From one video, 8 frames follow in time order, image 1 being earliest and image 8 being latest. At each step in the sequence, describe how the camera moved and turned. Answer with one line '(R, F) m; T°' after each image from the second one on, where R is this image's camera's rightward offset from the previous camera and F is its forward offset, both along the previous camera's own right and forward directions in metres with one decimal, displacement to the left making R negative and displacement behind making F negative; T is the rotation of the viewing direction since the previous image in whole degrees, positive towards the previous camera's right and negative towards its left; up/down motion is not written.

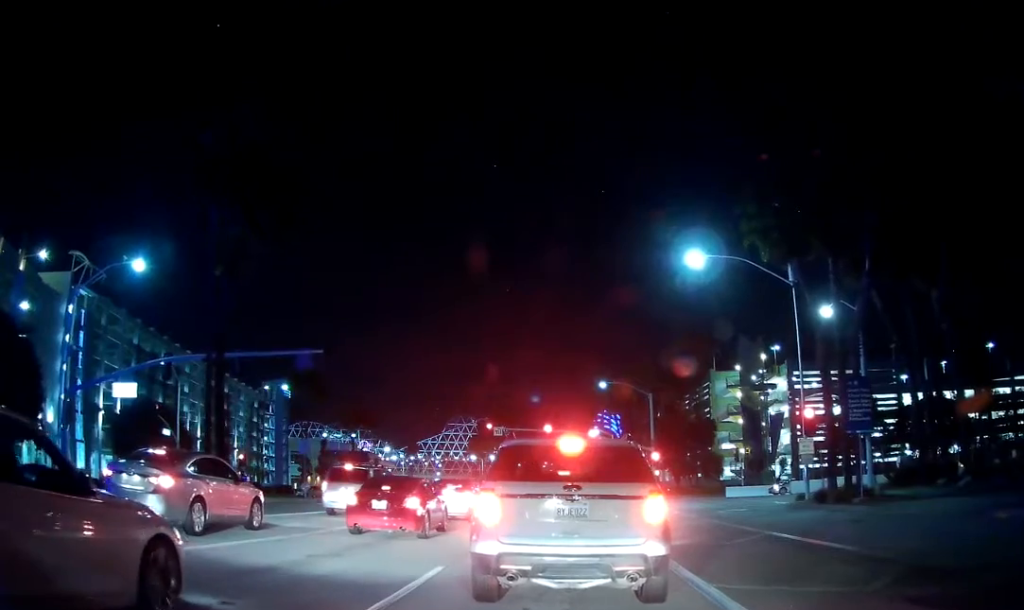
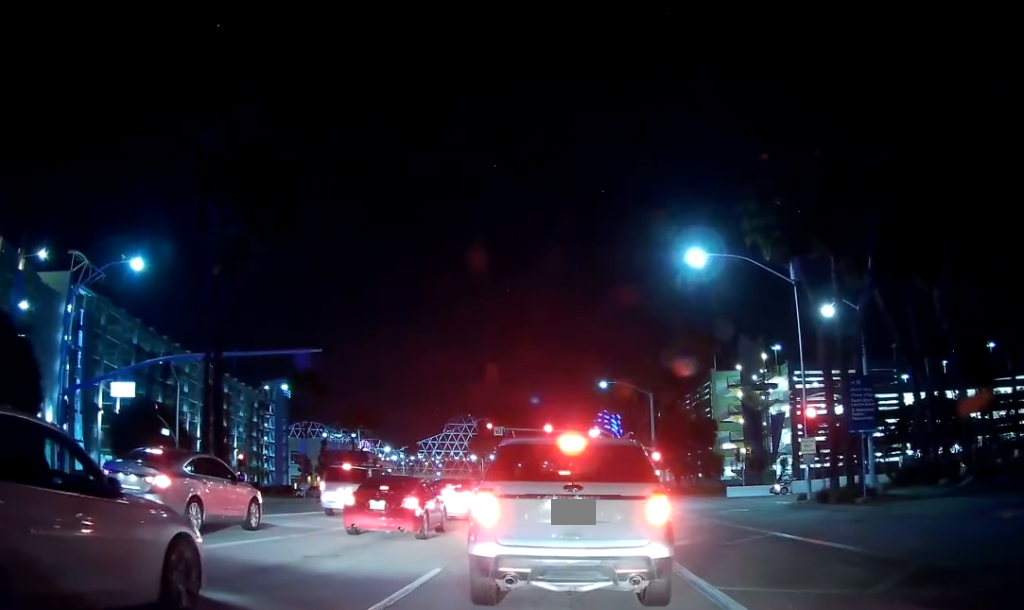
(0.0, 0.0) m; 0°
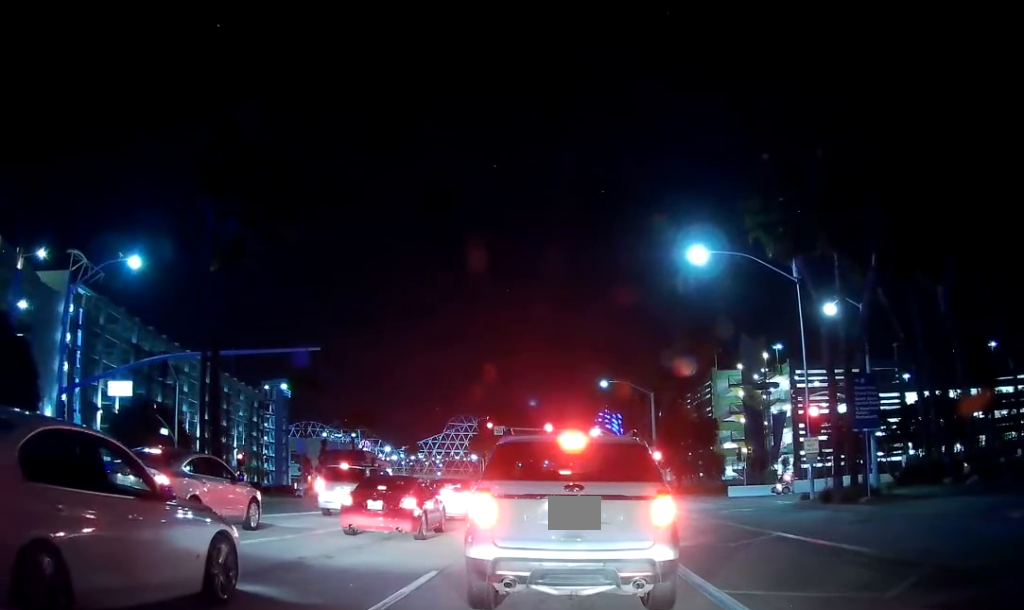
(0.0, 0.0) m; 0°
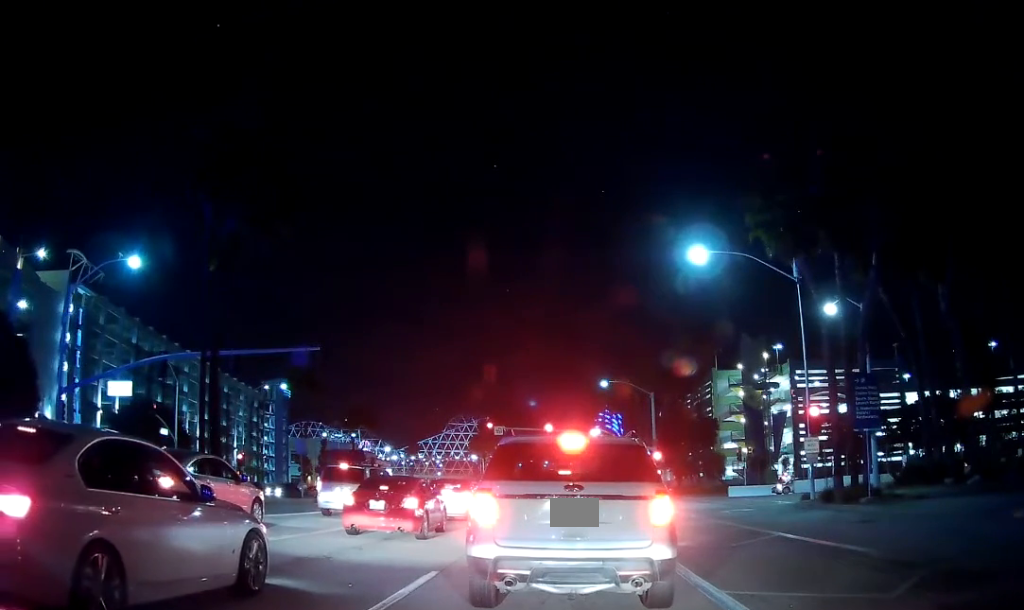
(-0.2, +0.2) m; 0°
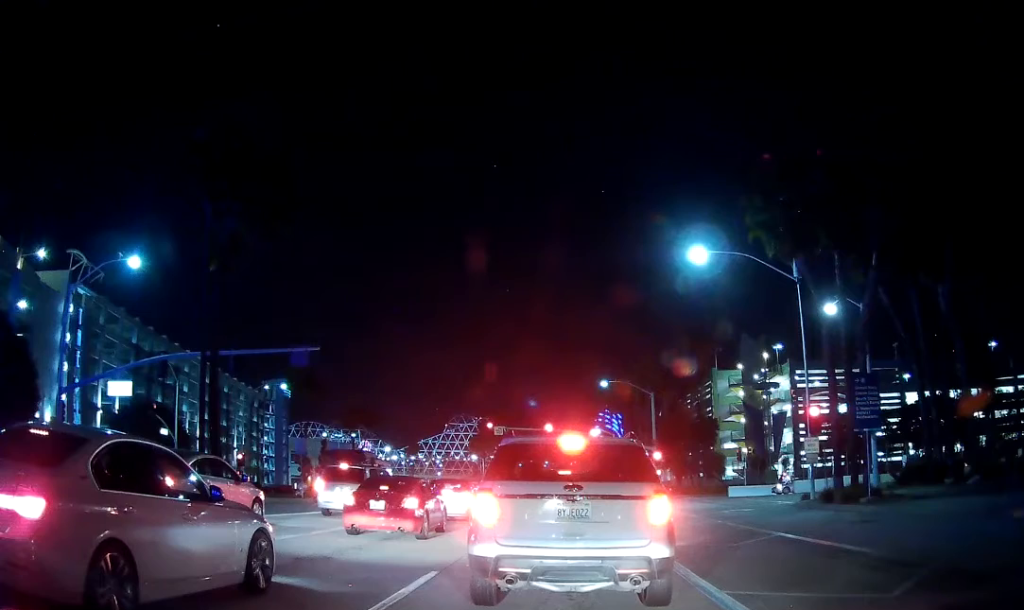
(0.0, 0.0) m; 0°
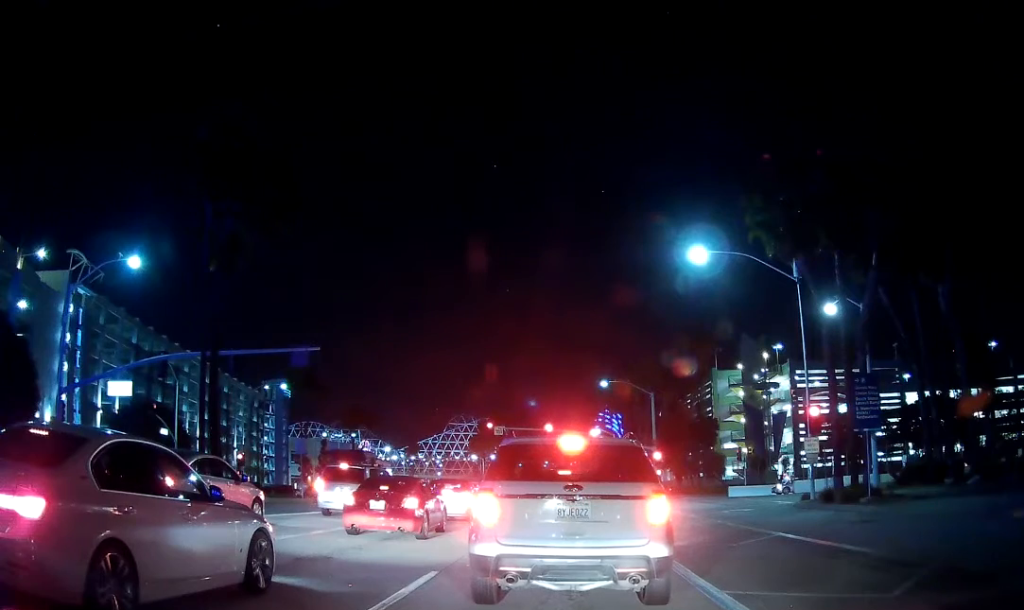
(0.0, 0.0) m; 0°
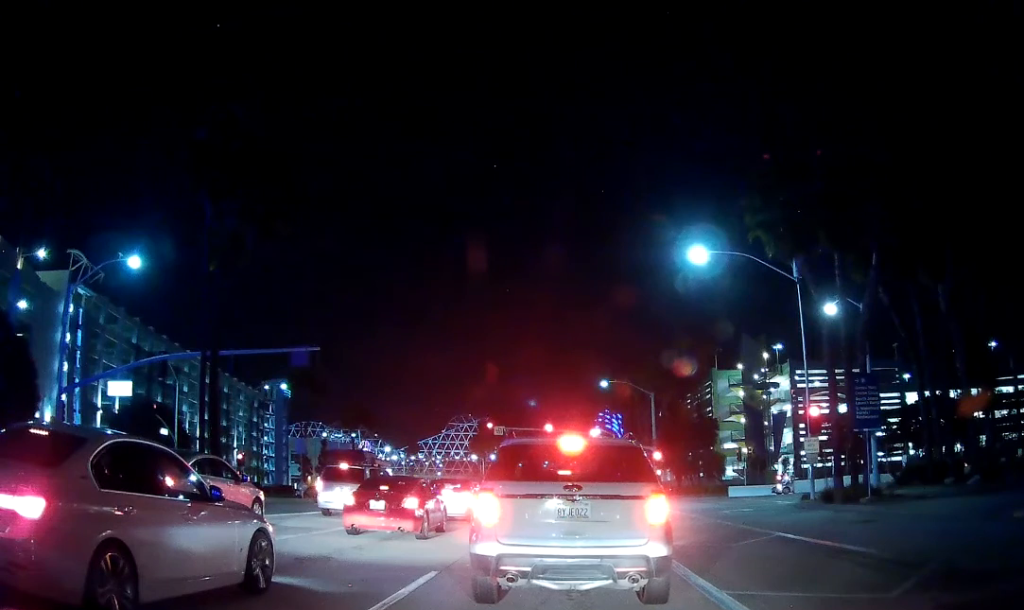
(0.0, 0.0) m; 0°
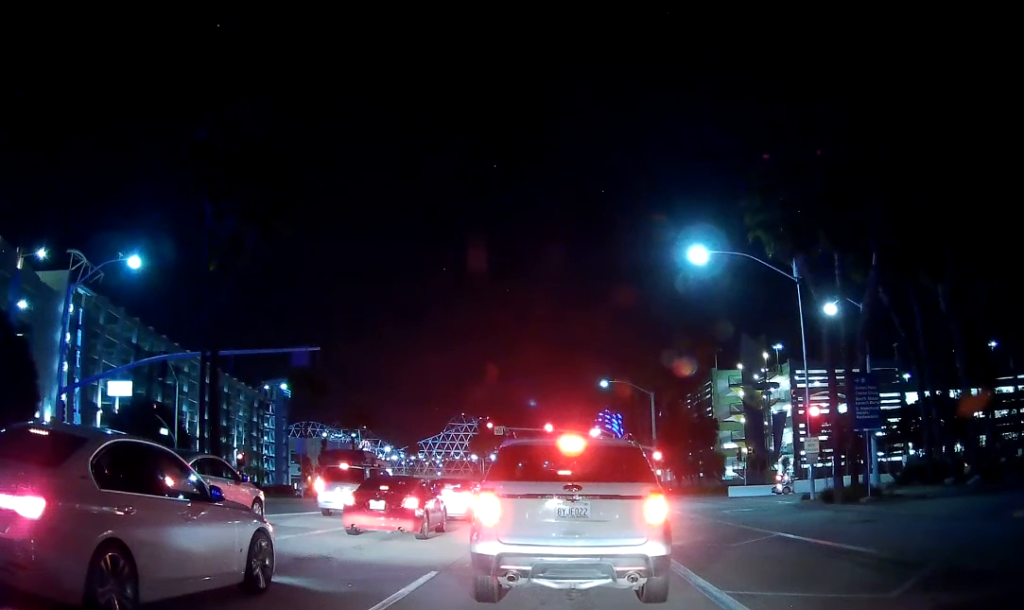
(0.0, 0.0) m; 0°
